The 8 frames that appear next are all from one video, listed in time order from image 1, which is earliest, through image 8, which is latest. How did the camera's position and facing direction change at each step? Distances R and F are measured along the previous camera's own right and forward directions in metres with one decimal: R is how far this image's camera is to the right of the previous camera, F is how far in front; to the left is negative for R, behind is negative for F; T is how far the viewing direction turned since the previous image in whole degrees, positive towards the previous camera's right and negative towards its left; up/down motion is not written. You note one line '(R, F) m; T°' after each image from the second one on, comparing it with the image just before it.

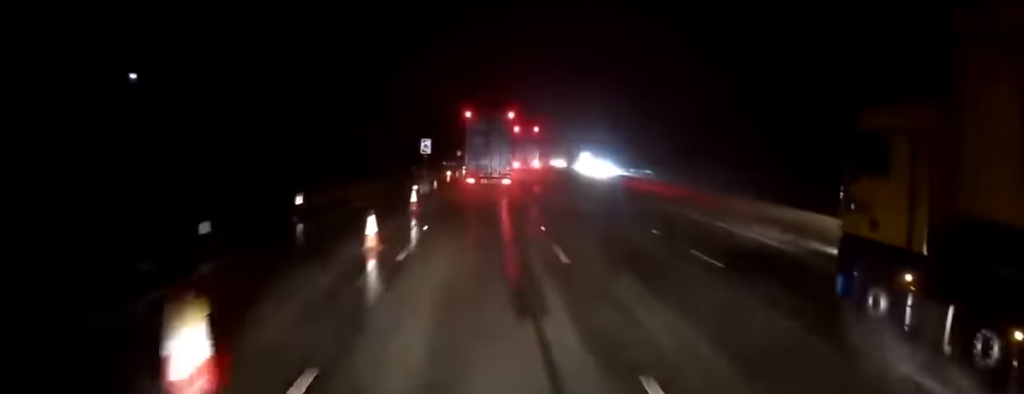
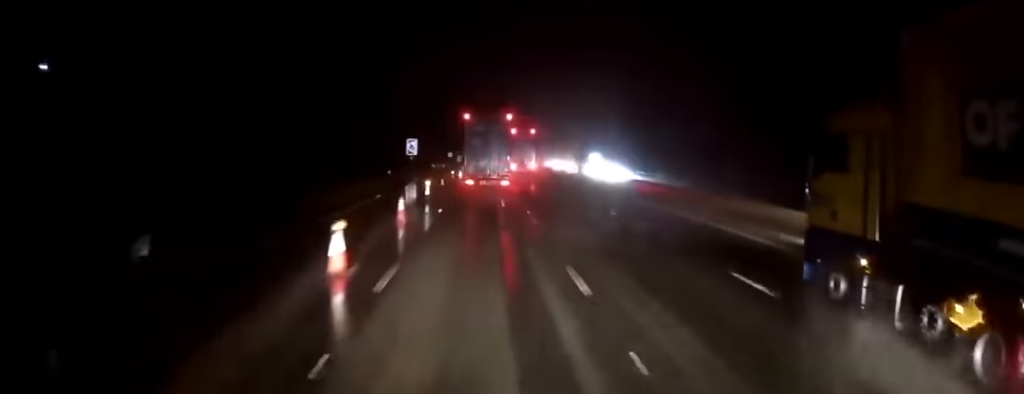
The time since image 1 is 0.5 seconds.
(0.0, +11.8) m; +1°
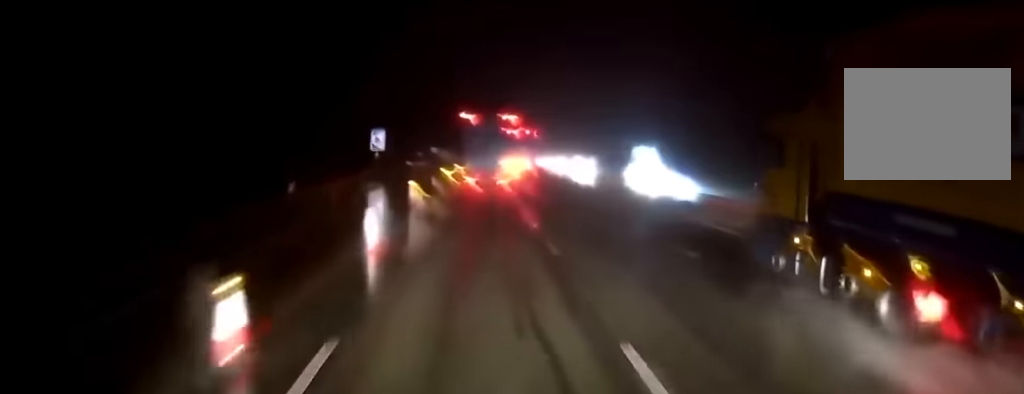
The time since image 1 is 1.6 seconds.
(+0.2, +23.3) m; 0°
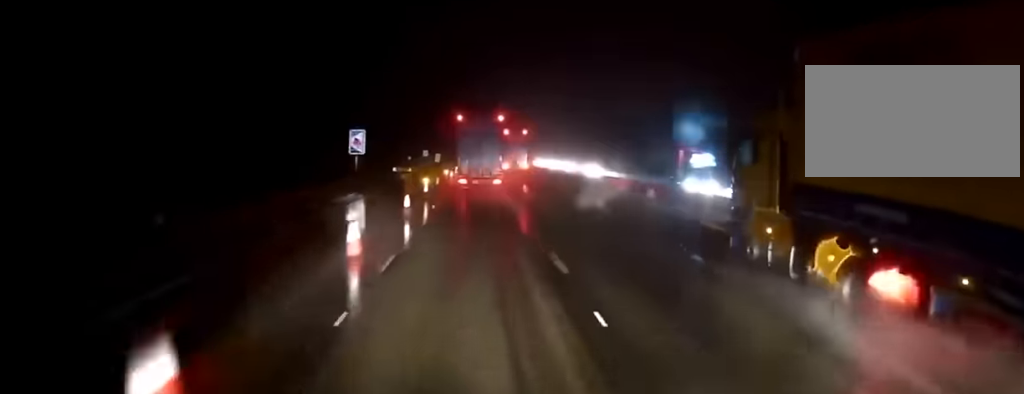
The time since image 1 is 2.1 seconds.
(-0.1, +11.4) m; 0°
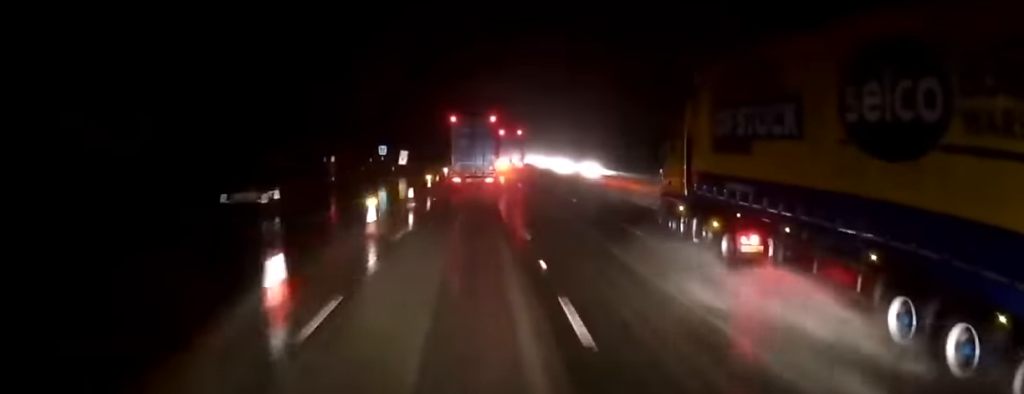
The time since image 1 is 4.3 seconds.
(+0.9, +50.2) m; +1°
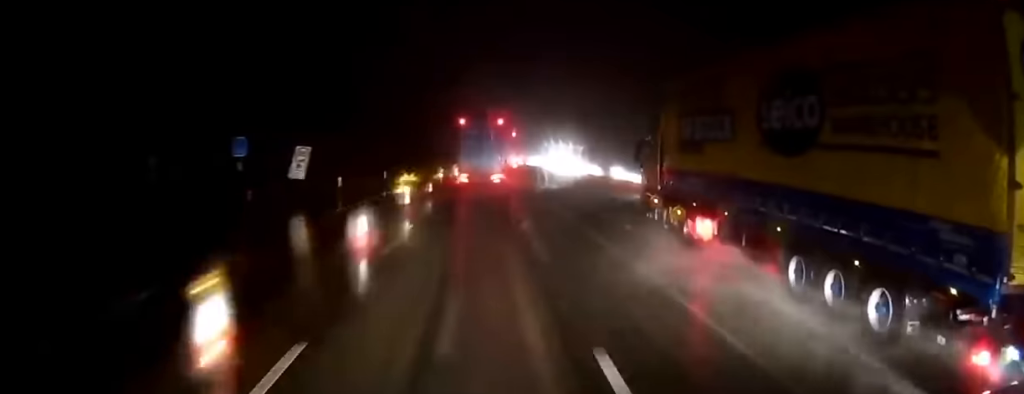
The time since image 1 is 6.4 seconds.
(-0.3, +48.8) m; 0°
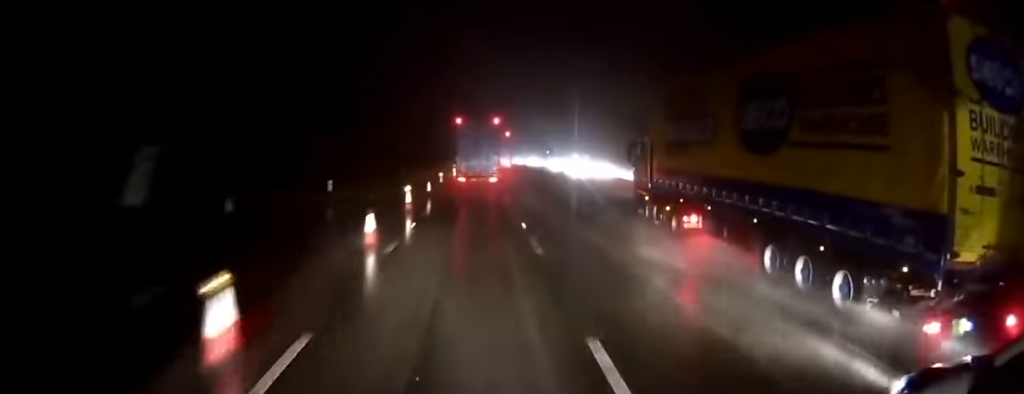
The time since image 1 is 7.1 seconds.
(+0.1, +18.0) m; 0°
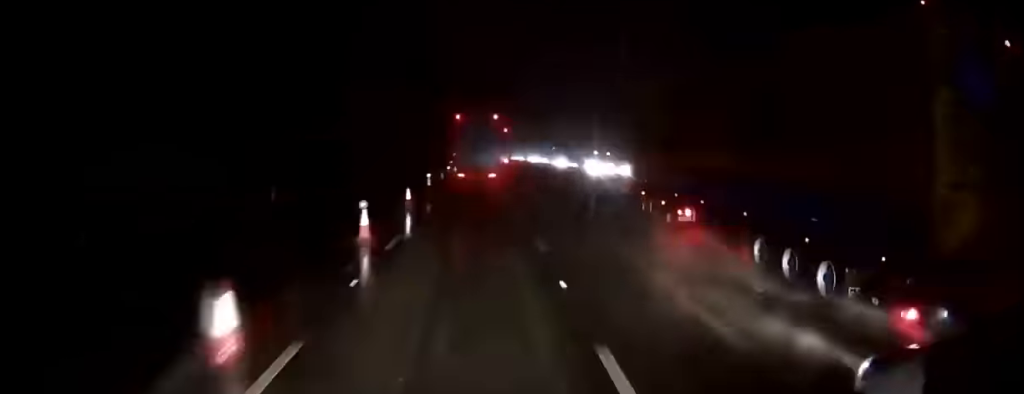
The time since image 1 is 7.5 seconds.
(0.0, +9.4) m; 0°
